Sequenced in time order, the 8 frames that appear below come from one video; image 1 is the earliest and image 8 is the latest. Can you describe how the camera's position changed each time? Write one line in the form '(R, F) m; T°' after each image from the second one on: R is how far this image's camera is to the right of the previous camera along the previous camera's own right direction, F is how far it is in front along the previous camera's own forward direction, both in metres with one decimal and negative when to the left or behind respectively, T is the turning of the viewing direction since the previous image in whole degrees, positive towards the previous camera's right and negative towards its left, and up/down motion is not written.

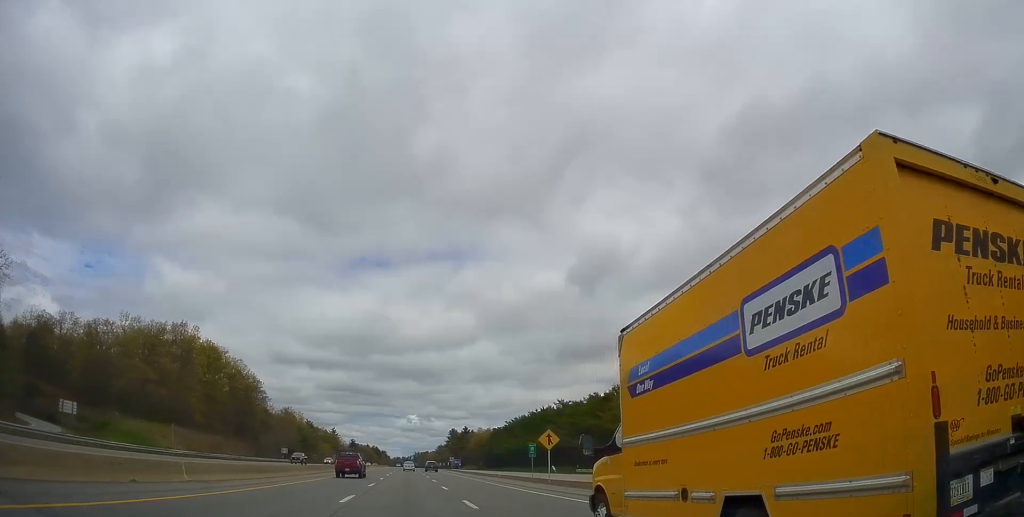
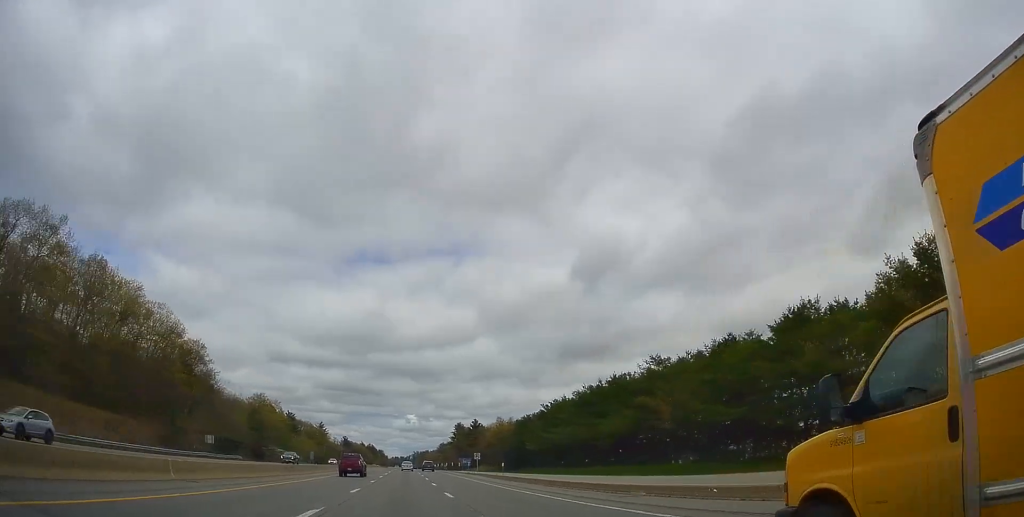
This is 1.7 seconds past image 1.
(+0.3, +54.3) m; +1°
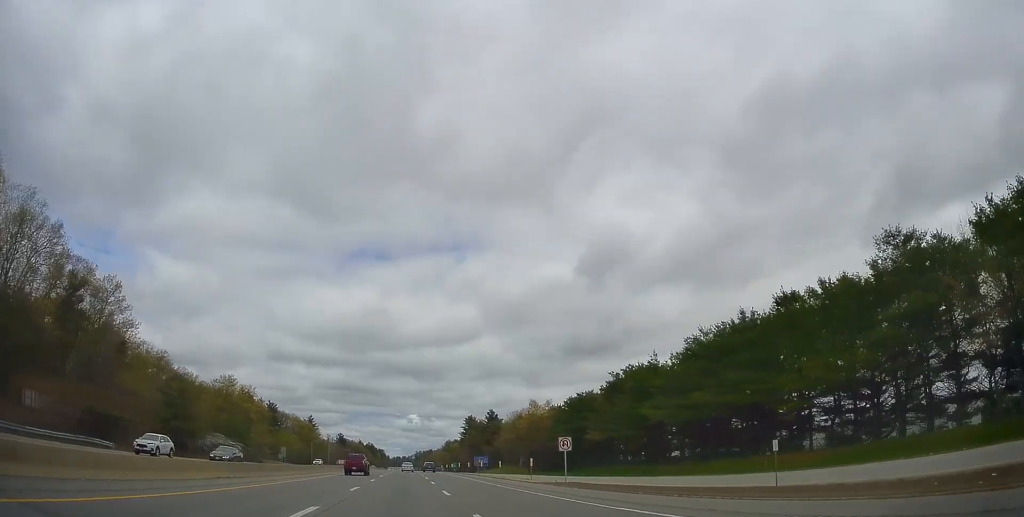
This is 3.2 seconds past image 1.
(+0.3, +47.4) m; 0°
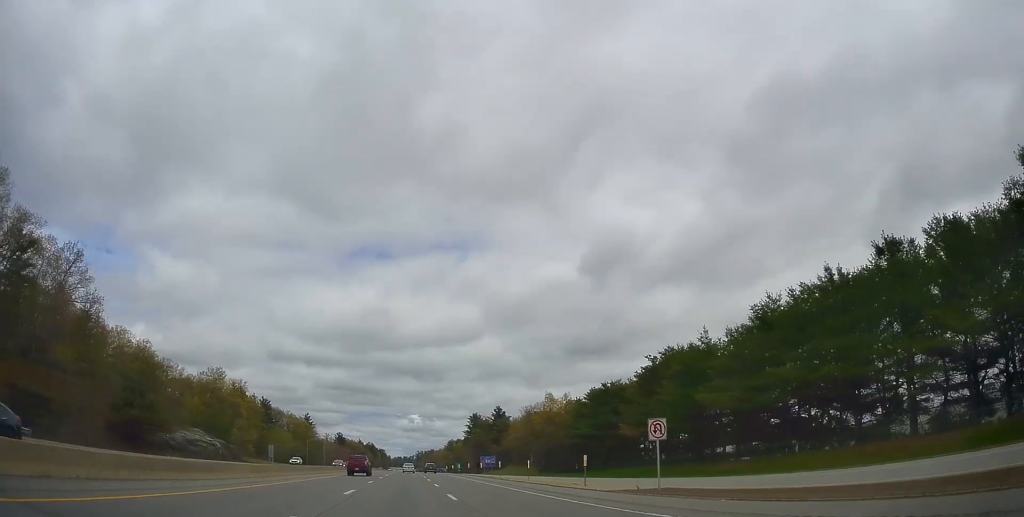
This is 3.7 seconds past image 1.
(0.0, +14.6) m; 0°
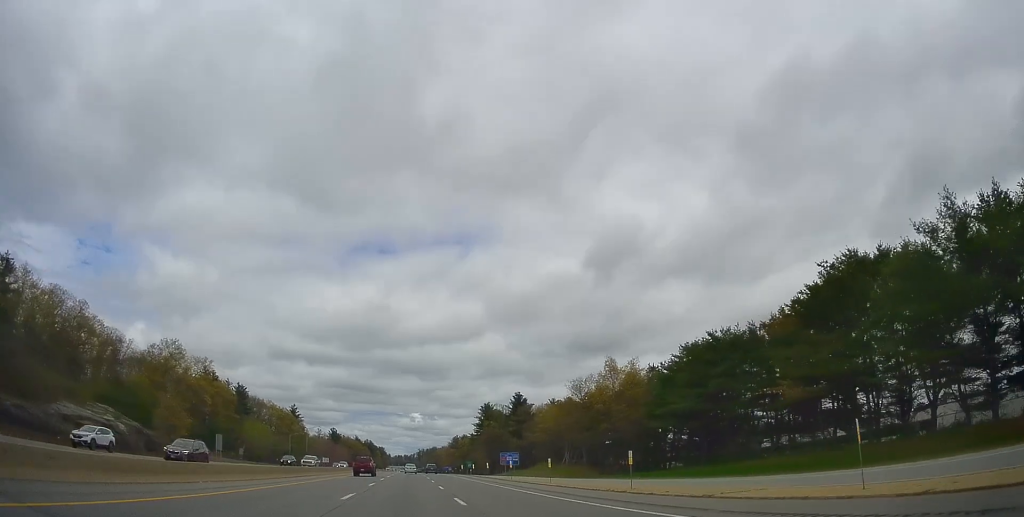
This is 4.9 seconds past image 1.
(-0.5, +38.1) m; -2°
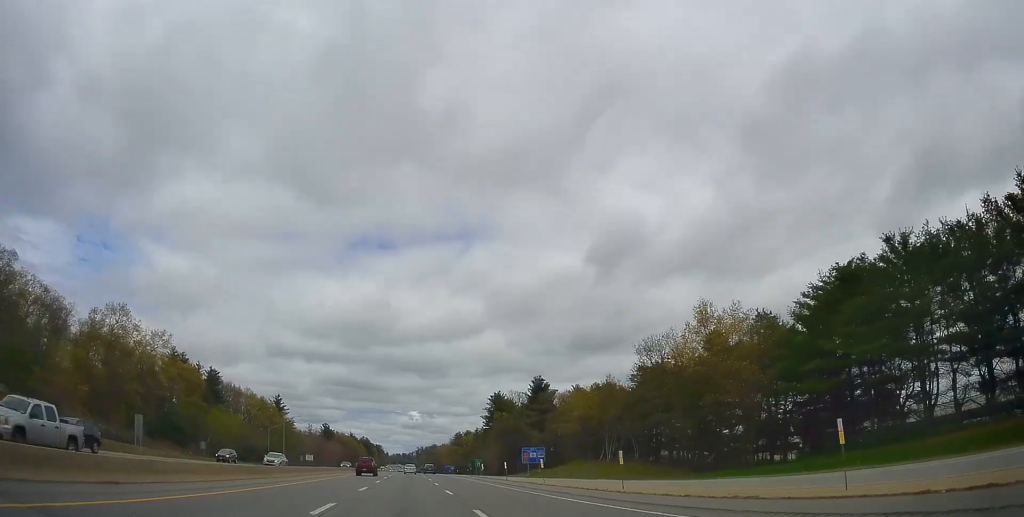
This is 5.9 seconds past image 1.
(-0.3, +29.8) m; 0°
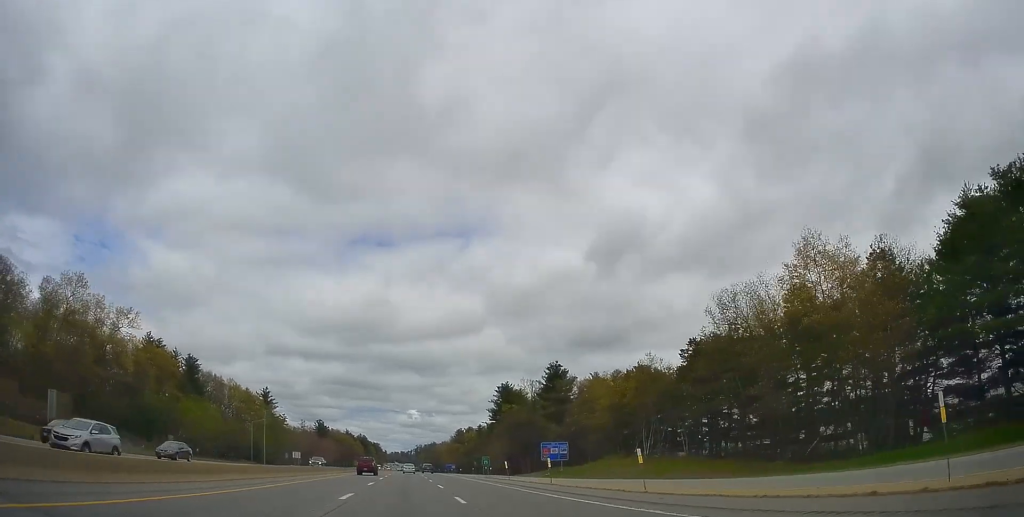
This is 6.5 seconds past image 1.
(-0.1, +18.4) m; 0°
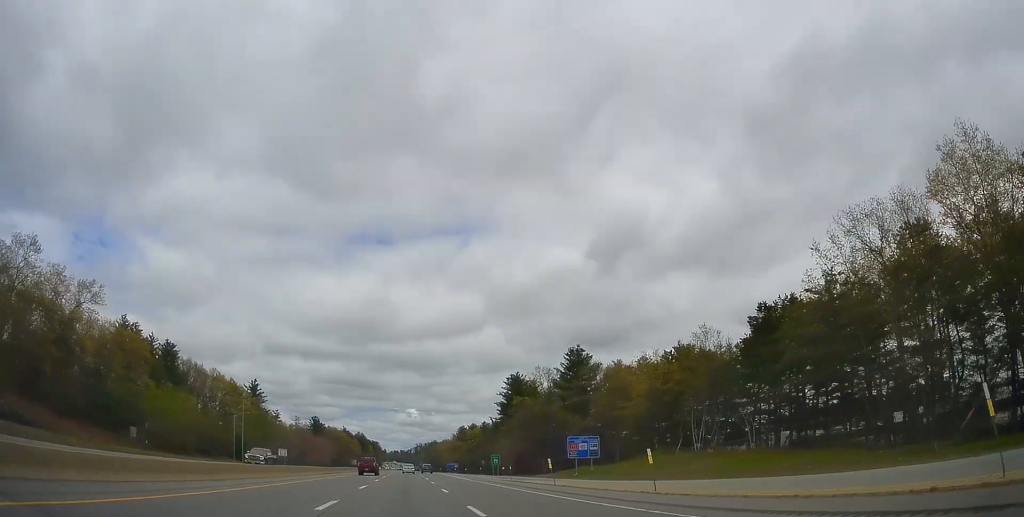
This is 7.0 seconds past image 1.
(+0.2, +16.8) m; 0°
